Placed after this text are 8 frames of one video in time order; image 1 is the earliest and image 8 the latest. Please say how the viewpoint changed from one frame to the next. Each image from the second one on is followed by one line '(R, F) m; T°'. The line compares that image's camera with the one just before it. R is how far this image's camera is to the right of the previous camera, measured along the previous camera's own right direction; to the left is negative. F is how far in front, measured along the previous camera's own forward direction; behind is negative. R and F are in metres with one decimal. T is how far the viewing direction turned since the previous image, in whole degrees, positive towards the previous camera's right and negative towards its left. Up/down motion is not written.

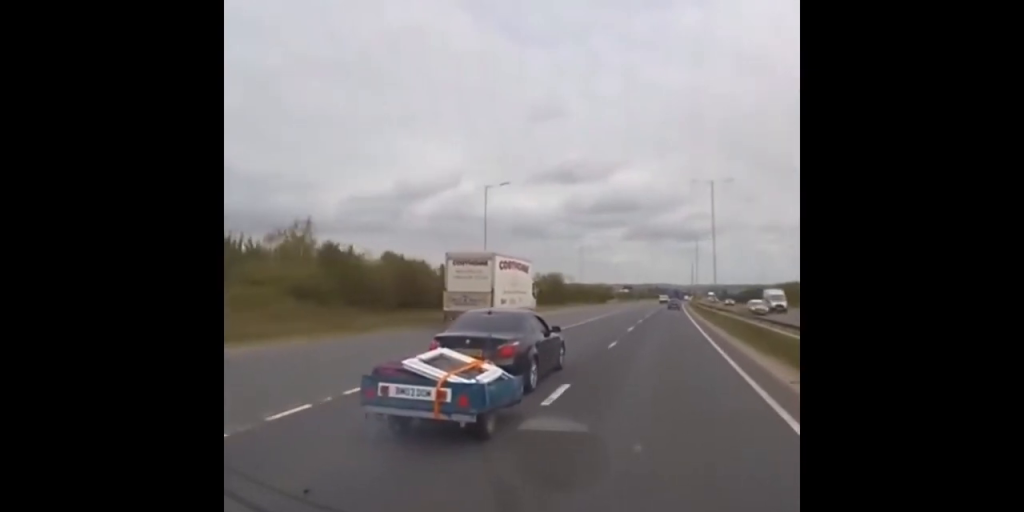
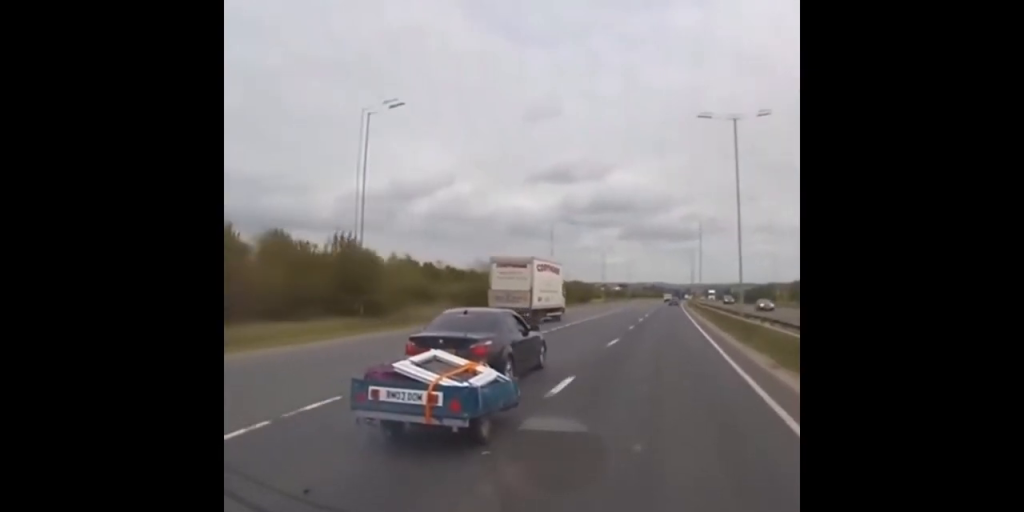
(+0.2, +22.2) m; +1°
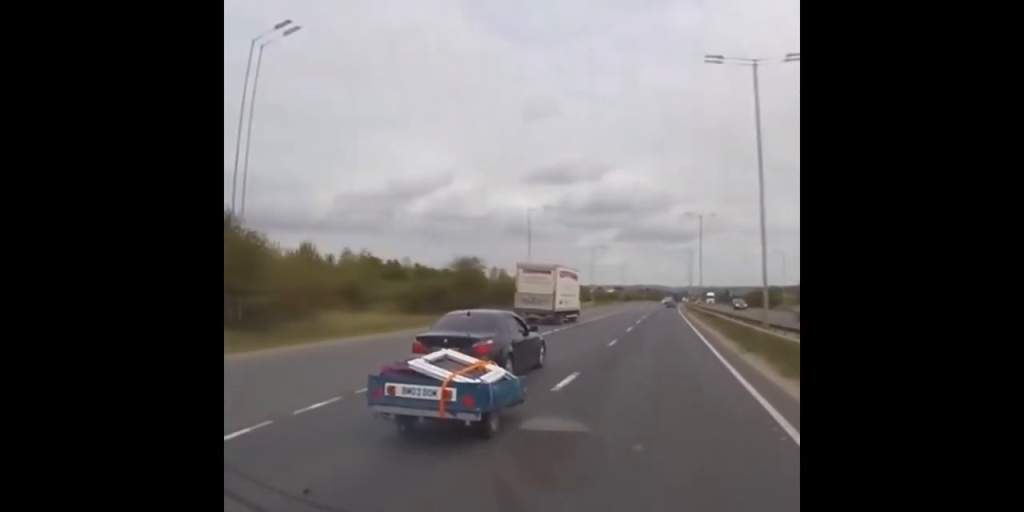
(0.0, +10.1) m; 0°
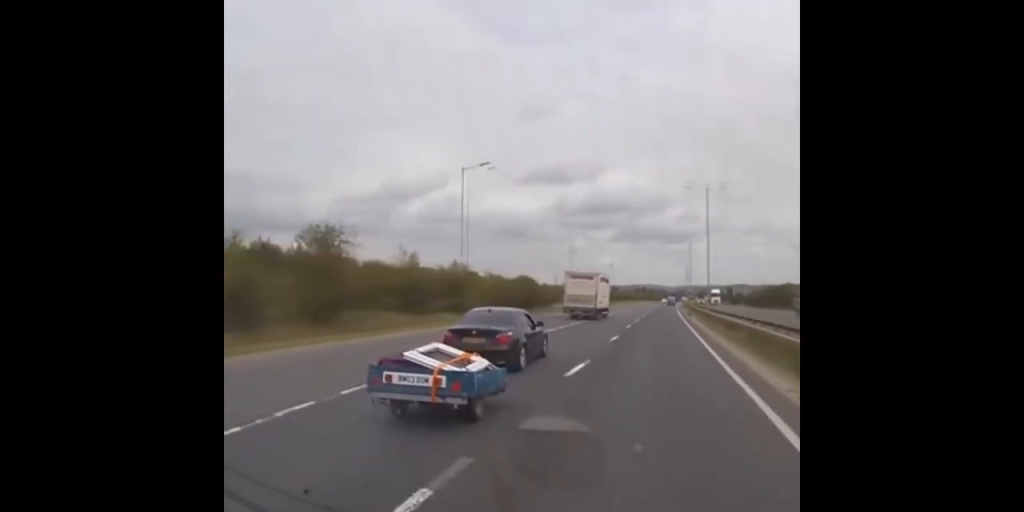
(-0.2, +18.5) m; 0°
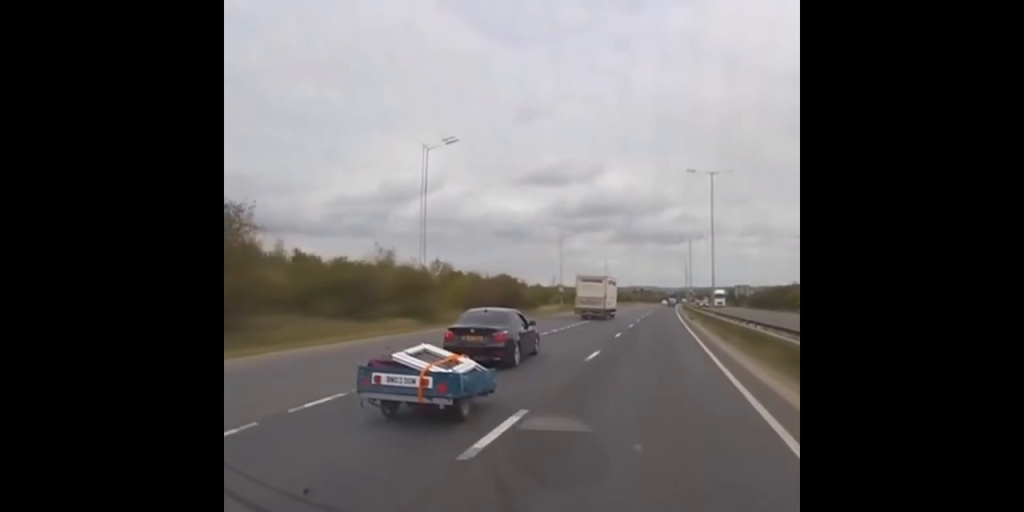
(-0.1, +6.9) m; +1°
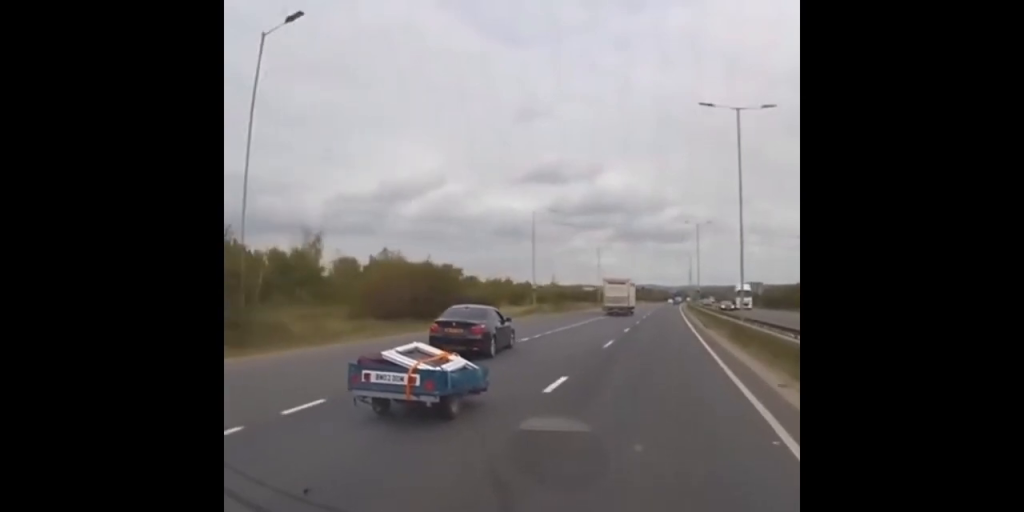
(+0.5, +14.6) m; +2°
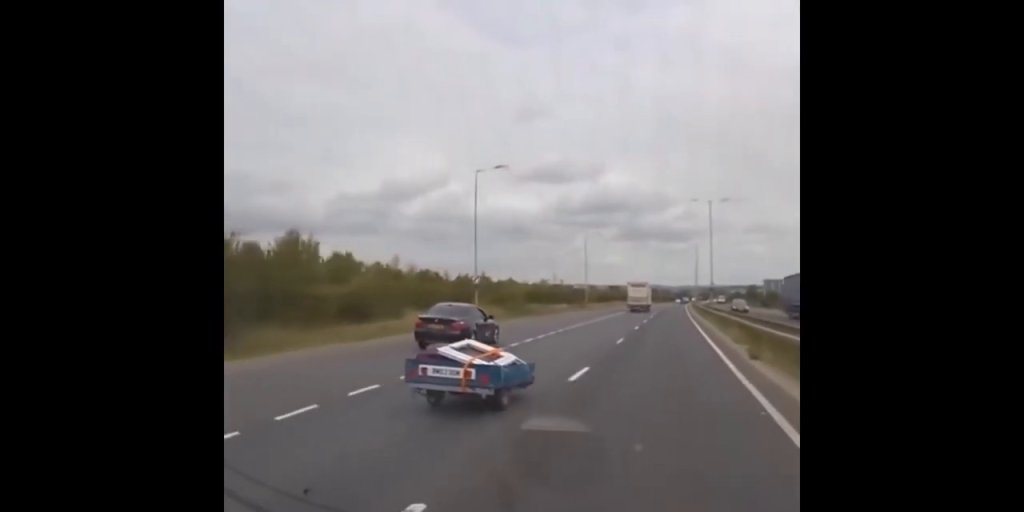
(-0.3, +18.1) m; -2°
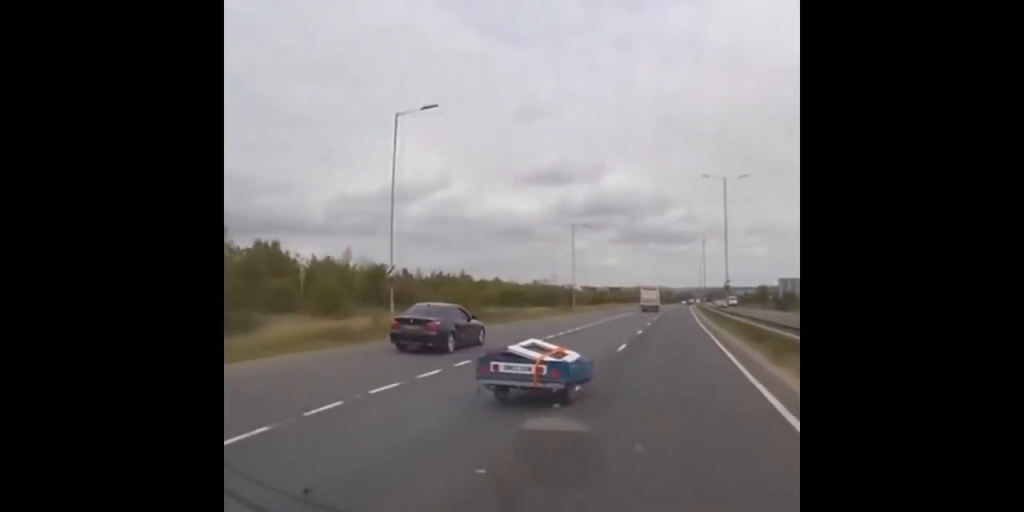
(-0.2, +12.3) m; -1°
